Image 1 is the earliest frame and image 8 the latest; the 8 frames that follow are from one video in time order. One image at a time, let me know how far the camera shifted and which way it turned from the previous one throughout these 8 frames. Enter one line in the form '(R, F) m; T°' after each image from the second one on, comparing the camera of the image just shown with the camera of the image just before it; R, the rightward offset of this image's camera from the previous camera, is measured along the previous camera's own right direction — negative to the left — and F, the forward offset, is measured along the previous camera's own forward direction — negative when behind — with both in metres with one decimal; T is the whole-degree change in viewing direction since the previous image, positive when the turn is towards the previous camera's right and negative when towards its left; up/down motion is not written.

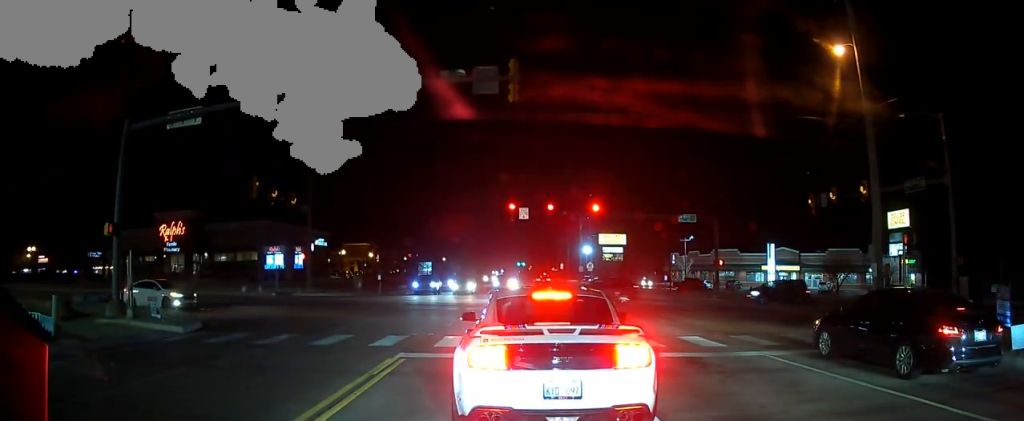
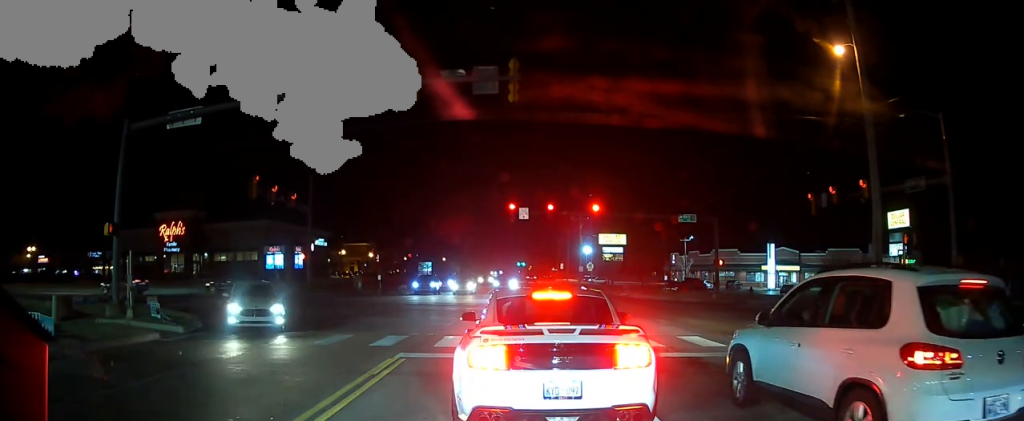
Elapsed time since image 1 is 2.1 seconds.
(0.0, 0.0) m; 0°
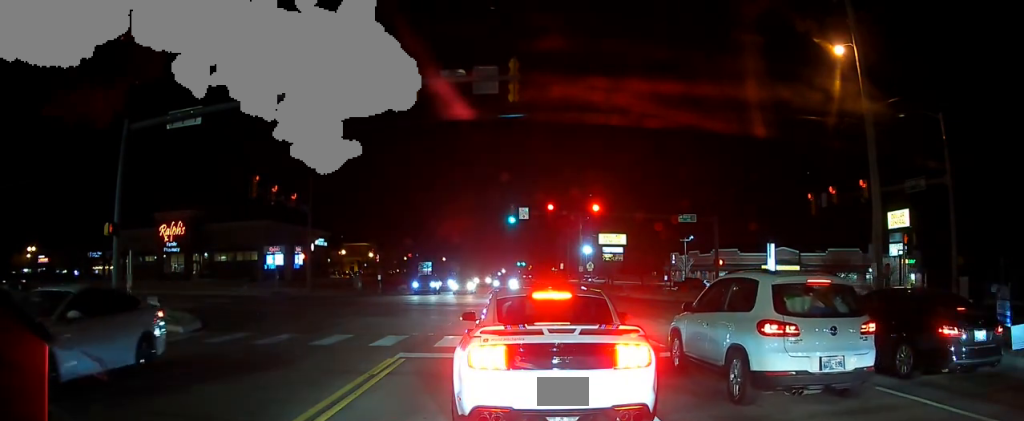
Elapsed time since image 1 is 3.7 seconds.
(0.0, 0.0) m; 0°
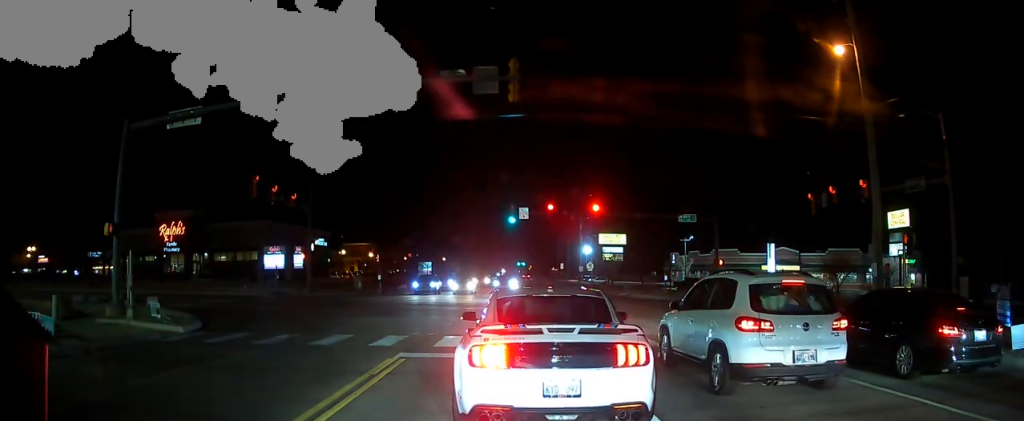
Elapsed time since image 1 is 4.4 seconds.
(0.0, 0.0) m; 0°
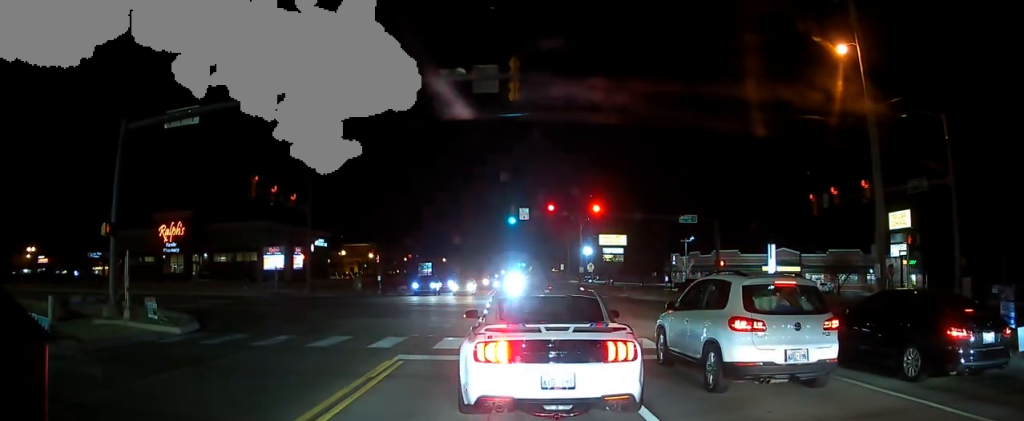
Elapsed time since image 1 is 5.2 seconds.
(0.0, +0.3) m; -1°
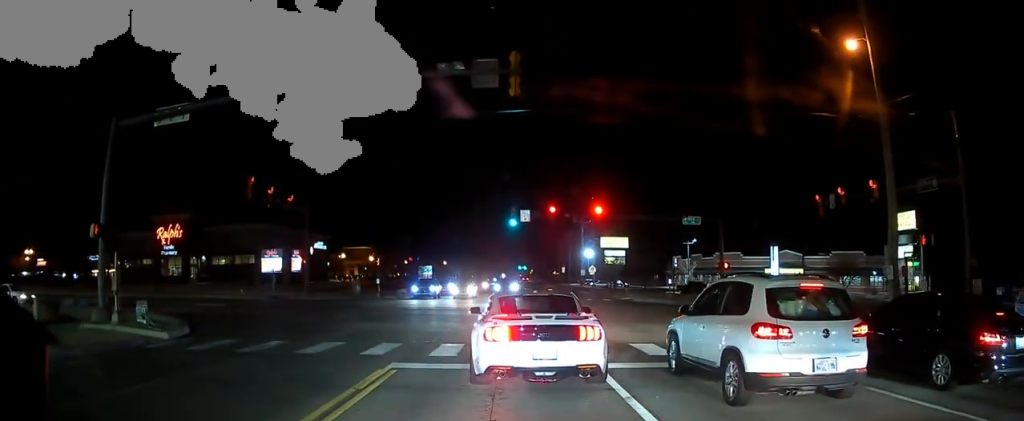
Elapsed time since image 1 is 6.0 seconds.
(0.0, +1.3) m; -4°
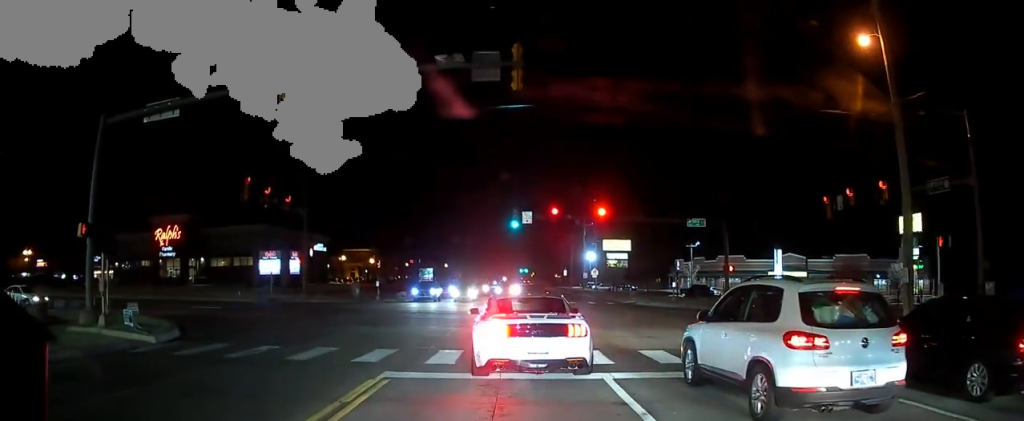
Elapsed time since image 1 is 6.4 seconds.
(0.0, +1.5) m; -1°
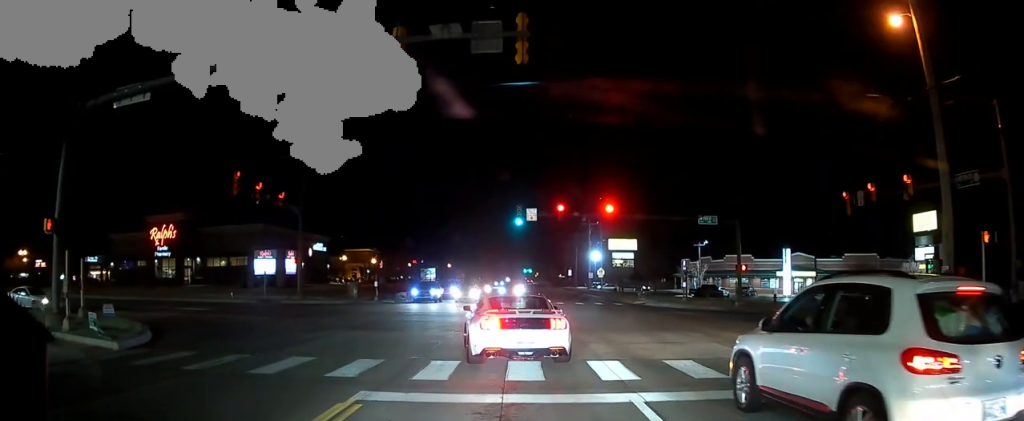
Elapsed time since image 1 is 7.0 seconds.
(0.0, +2.4) m; -1°
